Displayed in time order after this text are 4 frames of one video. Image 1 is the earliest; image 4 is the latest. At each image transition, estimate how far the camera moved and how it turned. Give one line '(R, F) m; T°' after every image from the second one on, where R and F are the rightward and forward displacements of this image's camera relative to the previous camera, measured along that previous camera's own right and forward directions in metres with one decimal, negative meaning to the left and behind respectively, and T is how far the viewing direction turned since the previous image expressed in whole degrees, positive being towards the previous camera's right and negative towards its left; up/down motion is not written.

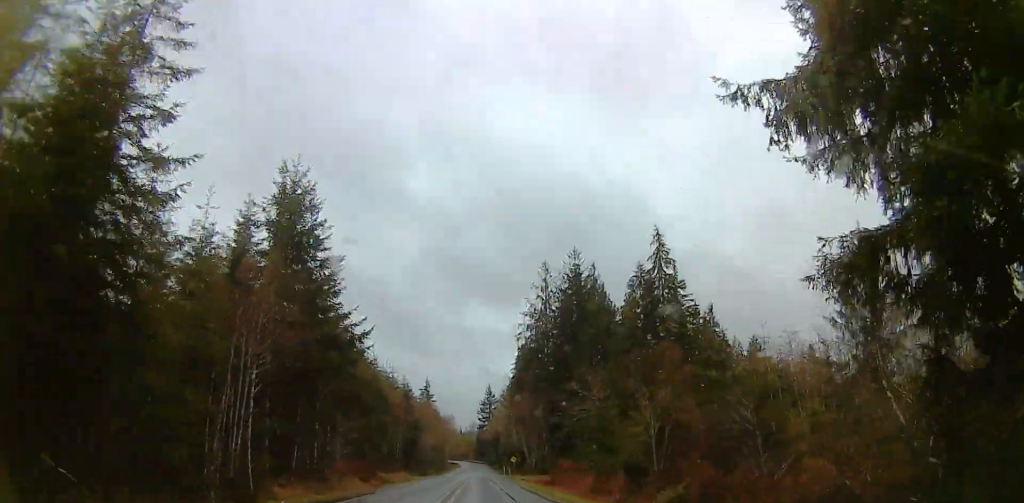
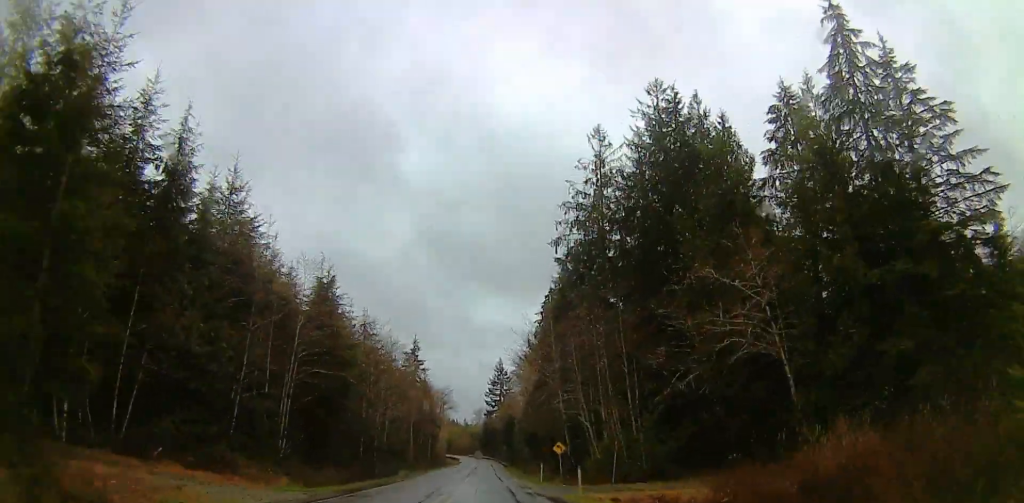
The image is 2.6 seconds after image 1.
(-0.4, +49.1) m; -1°
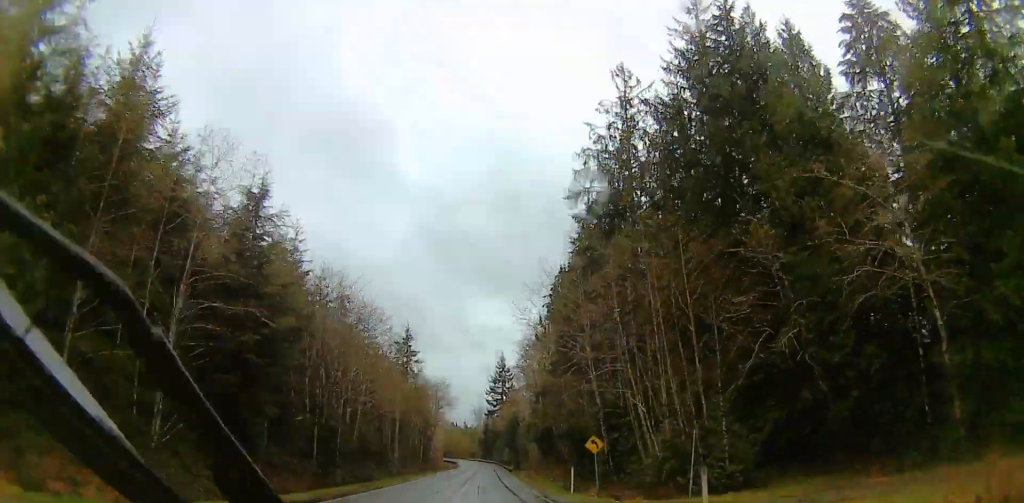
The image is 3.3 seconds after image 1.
(0.0, +14.4) m; 0°
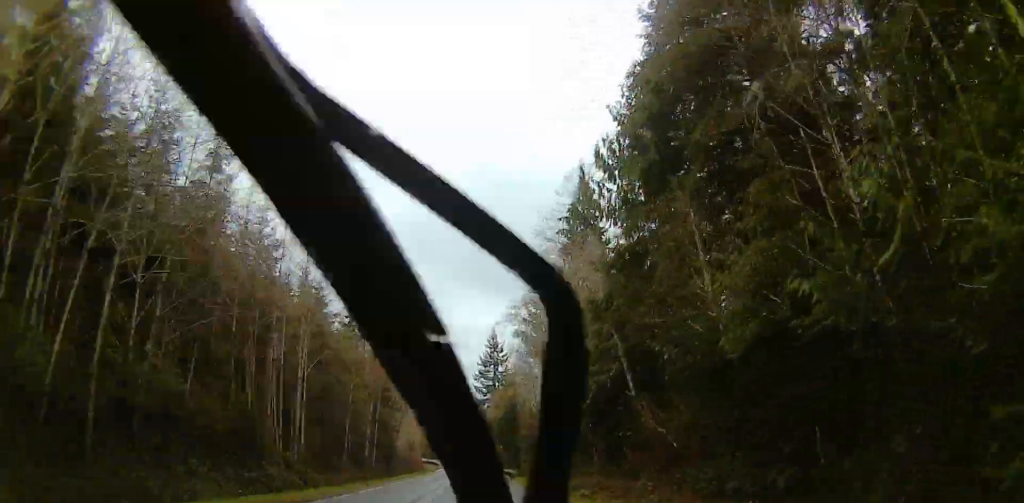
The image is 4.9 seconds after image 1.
(0.0, +33.9) m; 0°
